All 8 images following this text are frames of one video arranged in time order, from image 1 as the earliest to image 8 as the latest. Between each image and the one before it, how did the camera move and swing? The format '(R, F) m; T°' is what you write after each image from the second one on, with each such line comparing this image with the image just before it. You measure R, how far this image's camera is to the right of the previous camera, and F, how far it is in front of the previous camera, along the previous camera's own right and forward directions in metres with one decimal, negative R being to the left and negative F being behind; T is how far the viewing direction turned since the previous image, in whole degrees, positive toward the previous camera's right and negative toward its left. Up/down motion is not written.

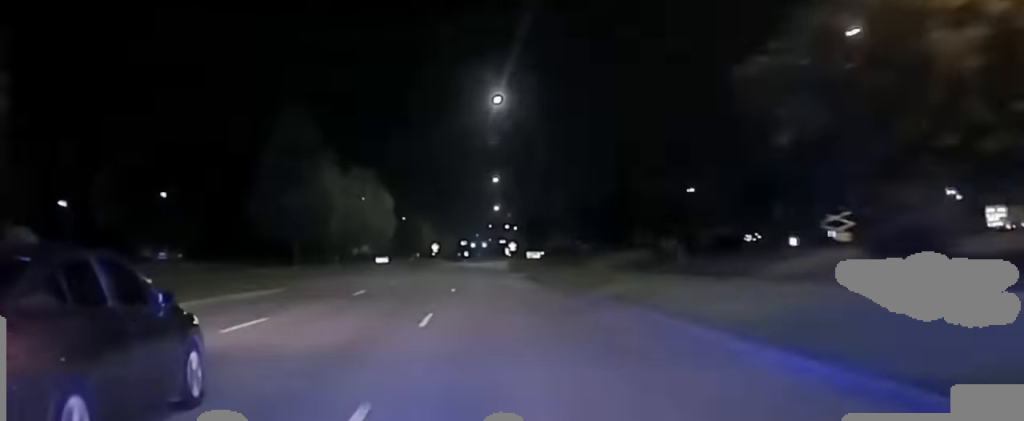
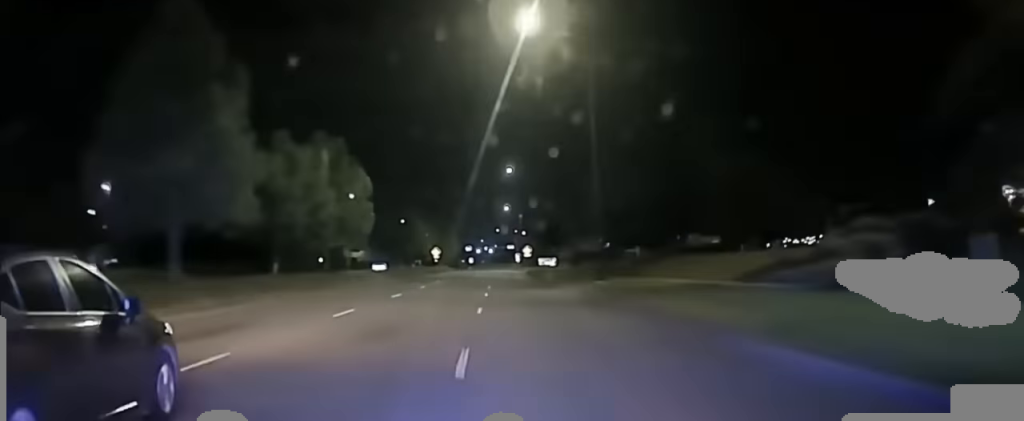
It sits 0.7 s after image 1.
(-0.4, +23.5) m; 0°
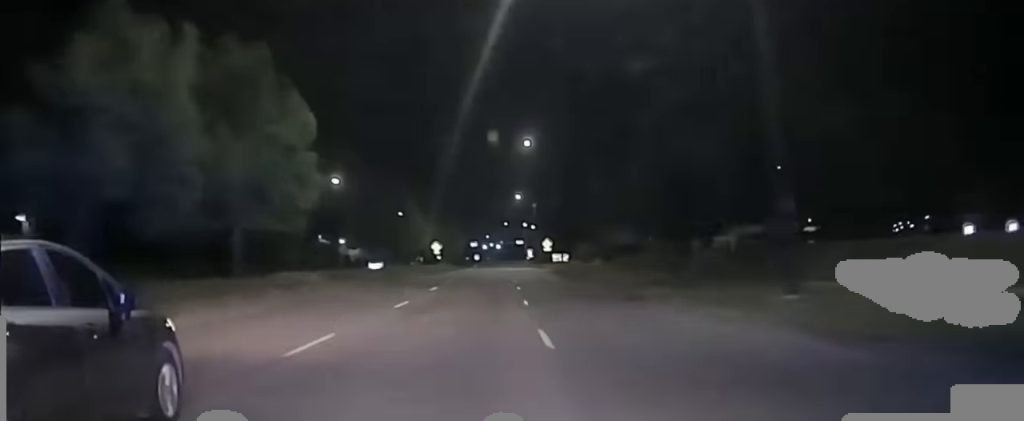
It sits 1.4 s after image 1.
(+0.2, +23.8) m; +1°
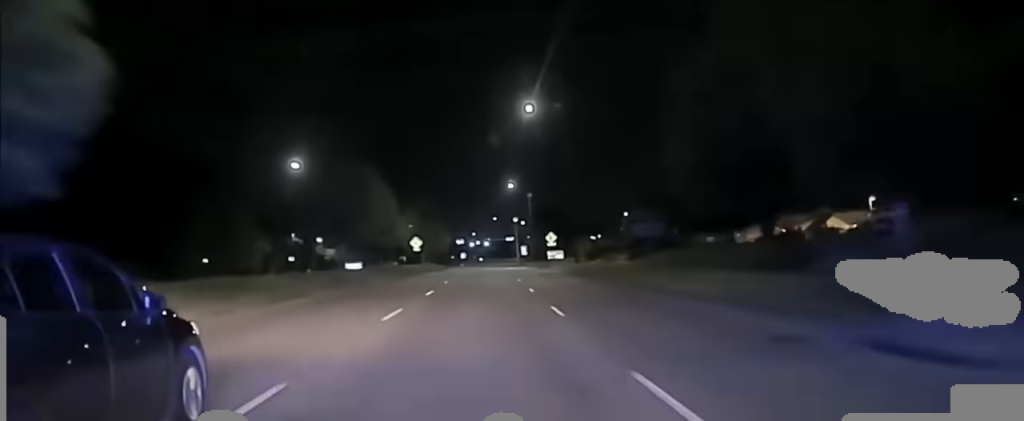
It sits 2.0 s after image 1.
(+0.1, +18.4) m; +1°
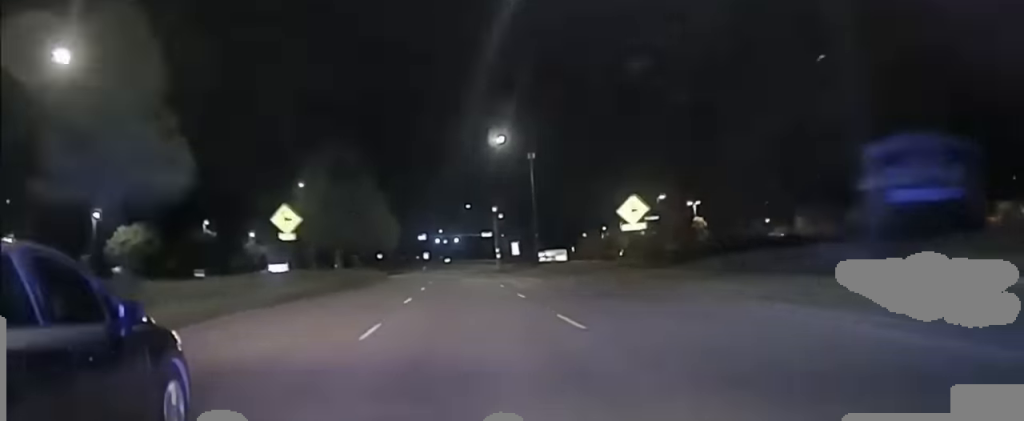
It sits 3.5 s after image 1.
(+0.6, +52.1) m; +1°
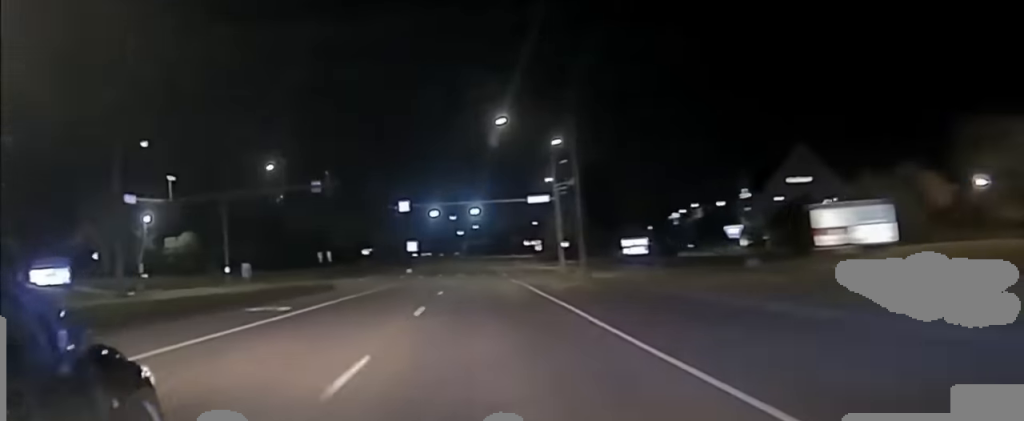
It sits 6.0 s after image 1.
(+0.8, +87.0) m; +1°
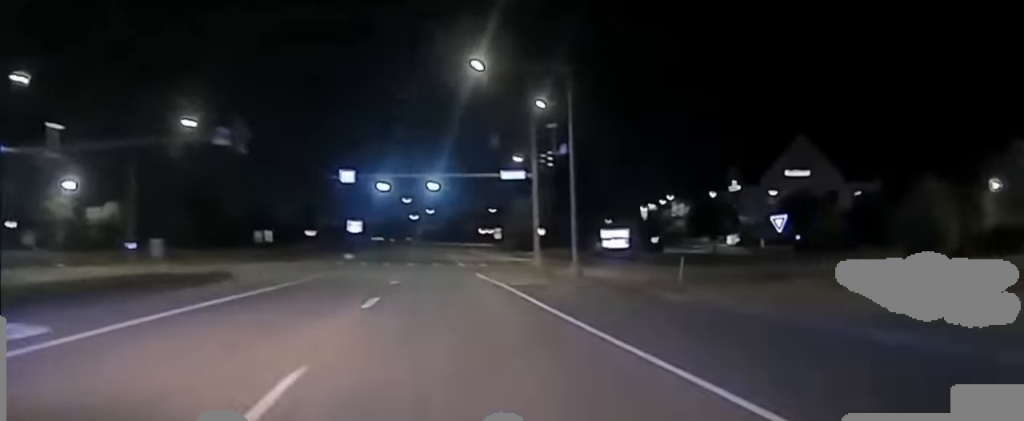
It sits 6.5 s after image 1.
(0.0, +11.8) m; +1°
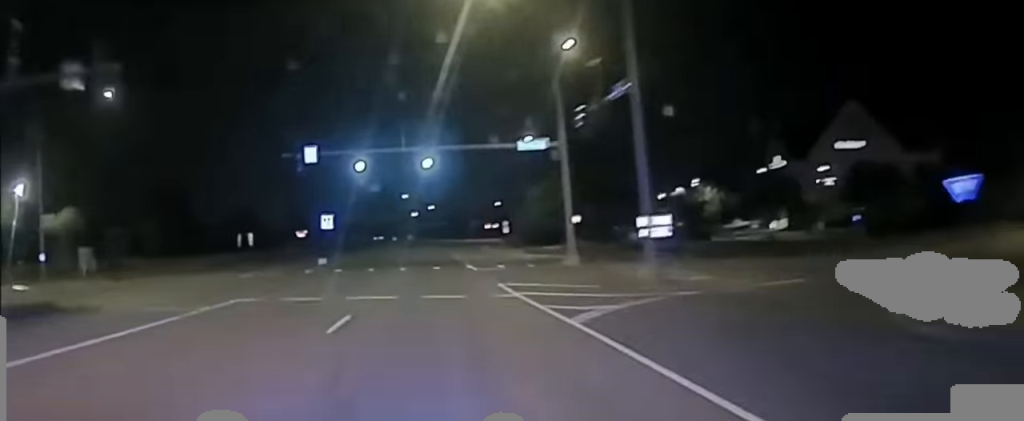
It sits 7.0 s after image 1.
(+0.1, +14.9) m; +1°
